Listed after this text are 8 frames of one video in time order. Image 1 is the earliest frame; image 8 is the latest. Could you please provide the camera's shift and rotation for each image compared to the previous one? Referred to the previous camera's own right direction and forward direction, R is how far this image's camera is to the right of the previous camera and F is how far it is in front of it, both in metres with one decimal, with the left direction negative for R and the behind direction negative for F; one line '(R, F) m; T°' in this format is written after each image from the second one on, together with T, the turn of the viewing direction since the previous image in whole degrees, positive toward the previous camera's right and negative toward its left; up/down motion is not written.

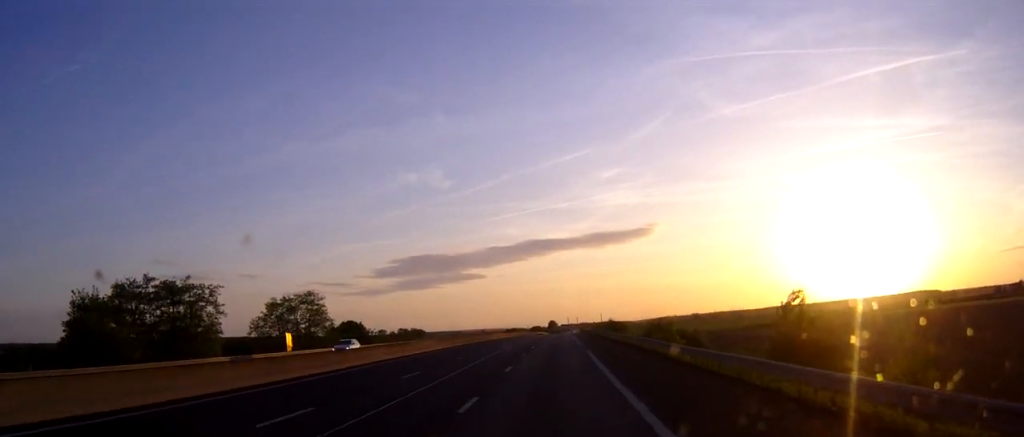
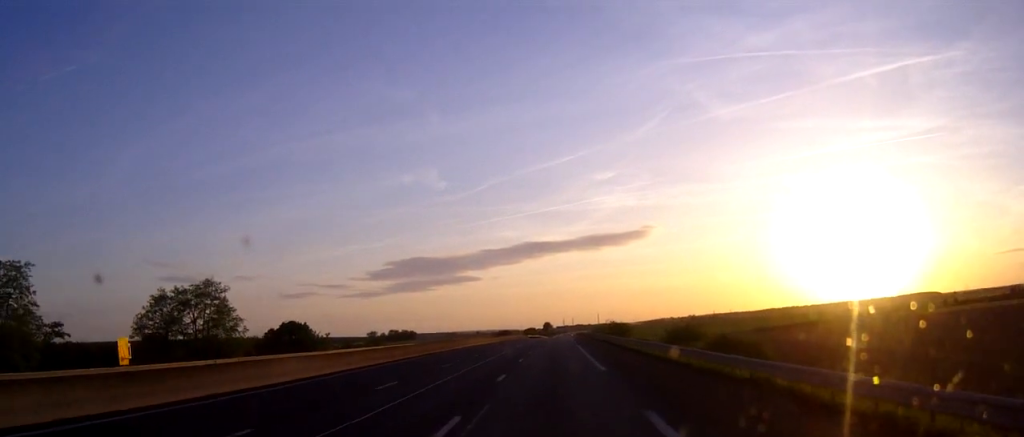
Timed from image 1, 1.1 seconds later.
(+0.2, +29.4) m; 0°
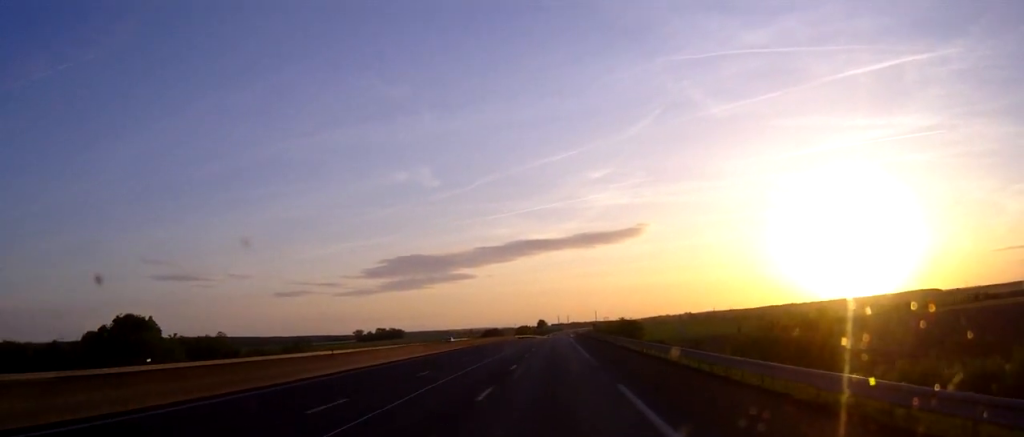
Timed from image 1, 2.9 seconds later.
(+0.1, +45.1) m; 0°
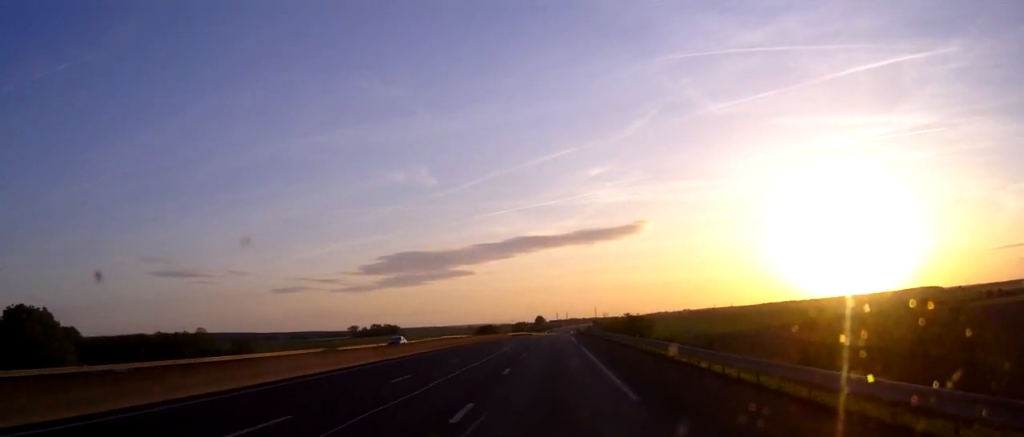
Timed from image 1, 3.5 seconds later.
(0.0, +17.4) m; 0°
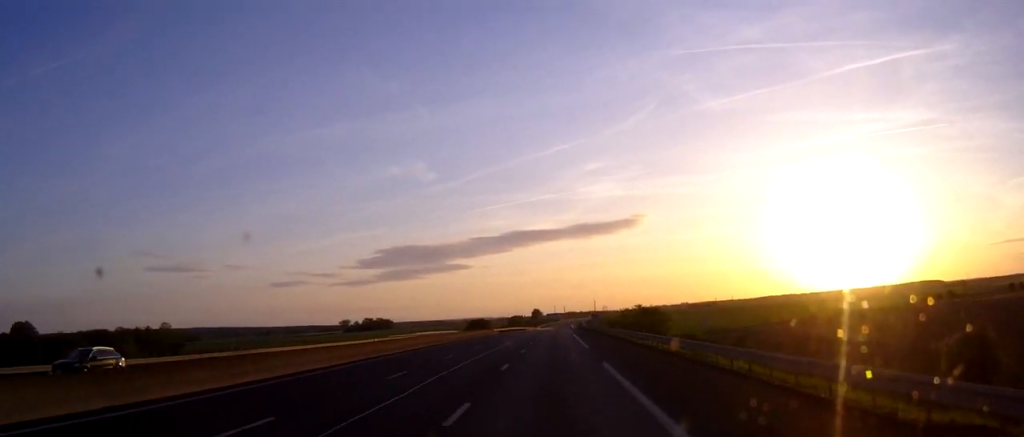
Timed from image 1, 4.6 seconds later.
(0.0, +27.1) m; 0°
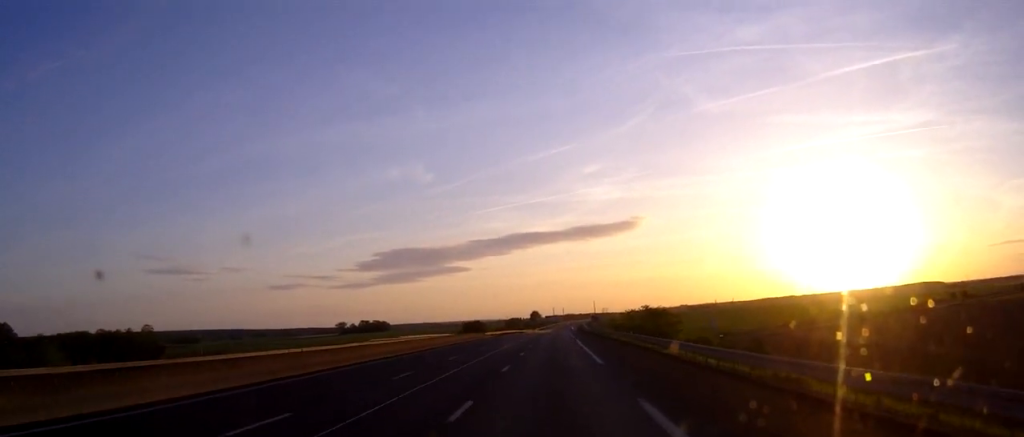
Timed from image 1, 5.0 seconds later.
(0.0, +12.2) m; 0°
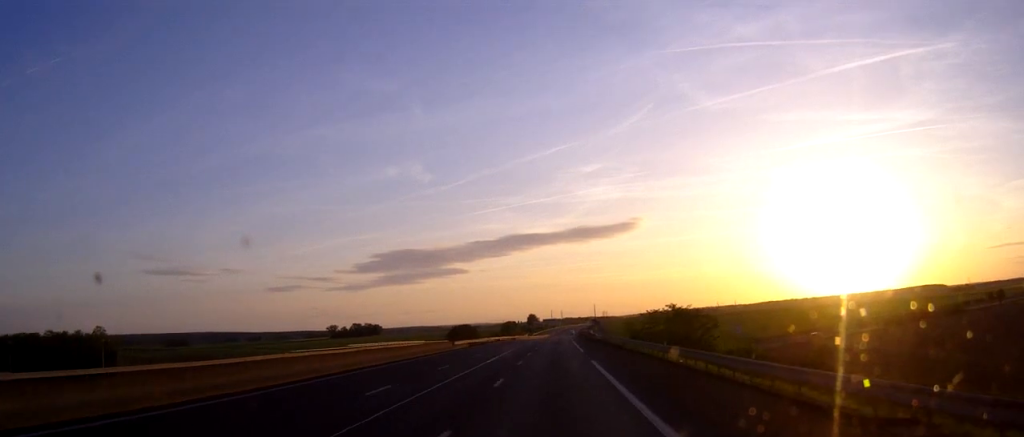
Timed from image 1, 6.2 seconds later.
(+0.1, +29.8) m; 0°
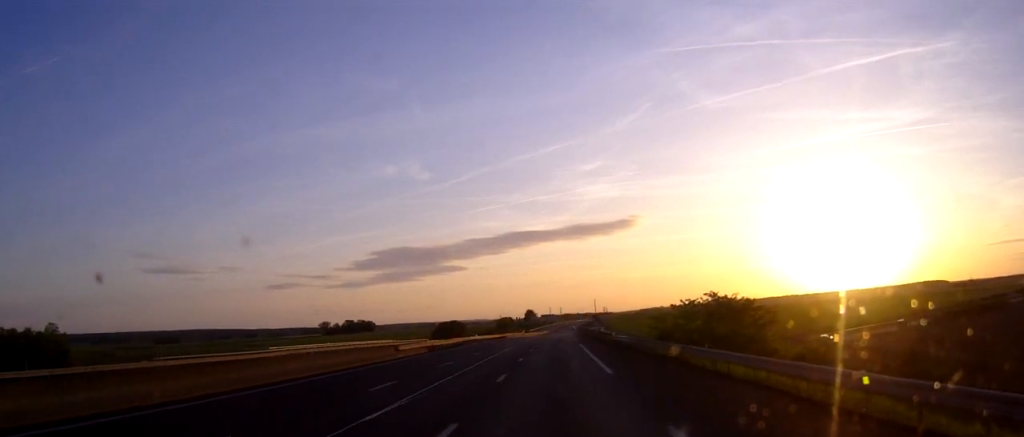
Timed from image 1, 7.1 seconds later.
(-0.1, +25.6) m; 0°
